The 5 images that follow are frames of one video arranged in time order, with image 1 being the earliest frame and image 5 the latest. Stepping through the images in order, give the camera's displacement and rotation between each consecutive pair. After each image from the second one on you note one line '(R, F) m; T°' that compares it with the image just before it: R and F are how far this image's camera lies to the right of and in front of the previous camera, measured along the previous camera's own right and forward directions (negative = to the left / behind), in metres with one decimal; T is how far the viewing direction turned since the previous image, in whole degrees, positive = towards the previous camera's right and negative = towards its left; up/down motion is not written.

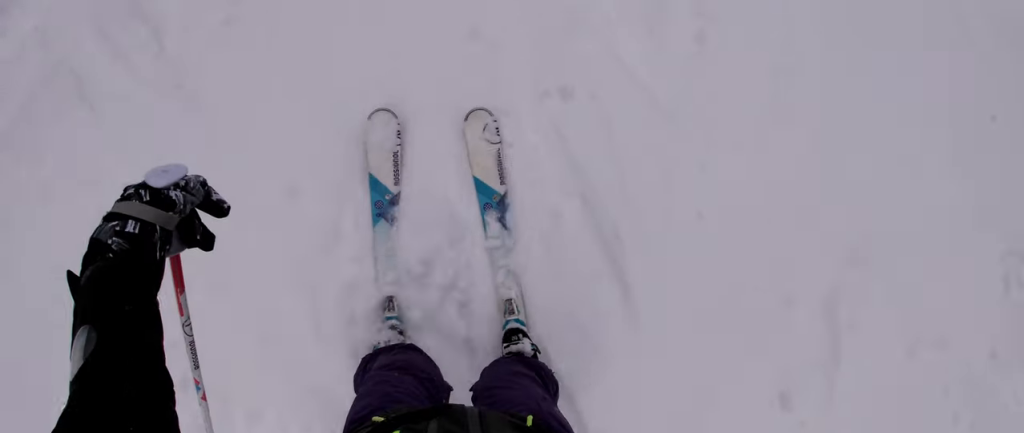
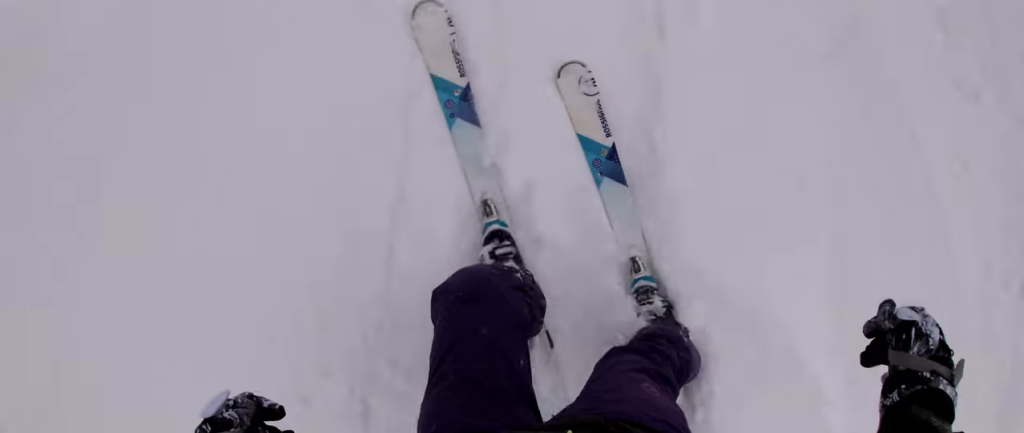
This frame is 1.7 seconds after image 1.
(-0.1, +7.4) m; -4°
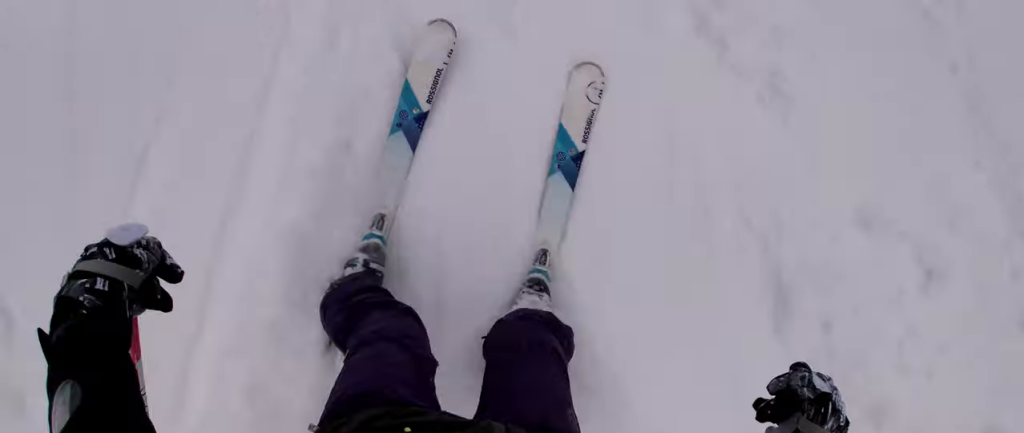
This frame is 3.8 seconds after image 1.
(-0.7, +10.2) m; +5°
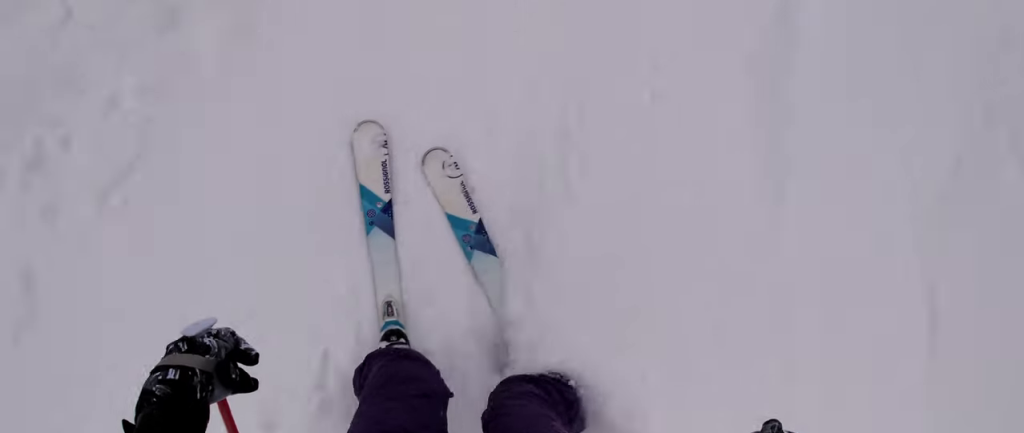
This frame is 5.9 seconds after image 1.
(-0.2, +11.4) m; -8°
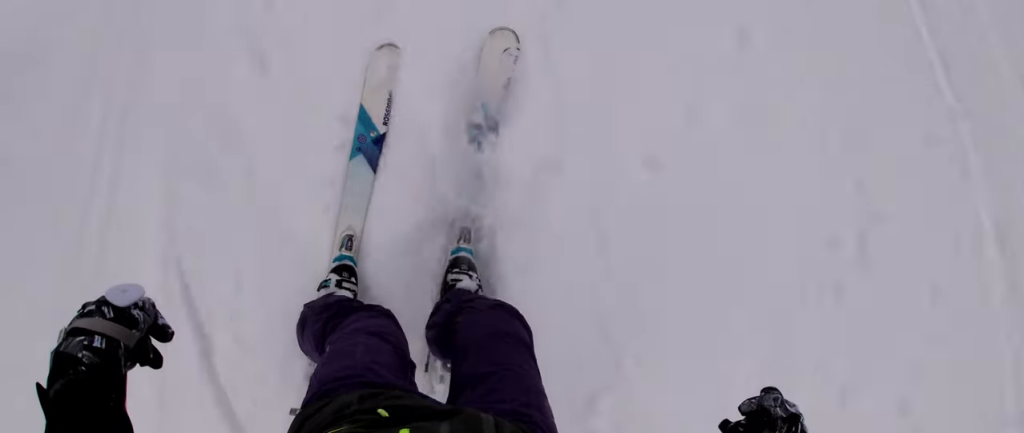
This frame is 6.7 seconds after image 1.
(0.0, +4.6) m; +3°
